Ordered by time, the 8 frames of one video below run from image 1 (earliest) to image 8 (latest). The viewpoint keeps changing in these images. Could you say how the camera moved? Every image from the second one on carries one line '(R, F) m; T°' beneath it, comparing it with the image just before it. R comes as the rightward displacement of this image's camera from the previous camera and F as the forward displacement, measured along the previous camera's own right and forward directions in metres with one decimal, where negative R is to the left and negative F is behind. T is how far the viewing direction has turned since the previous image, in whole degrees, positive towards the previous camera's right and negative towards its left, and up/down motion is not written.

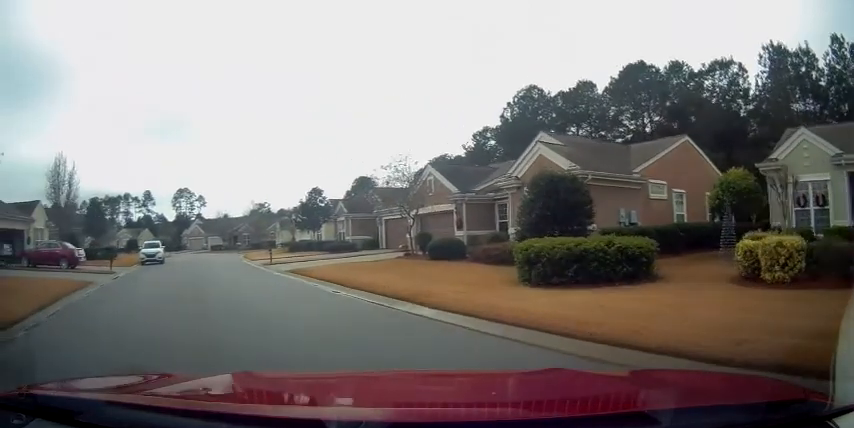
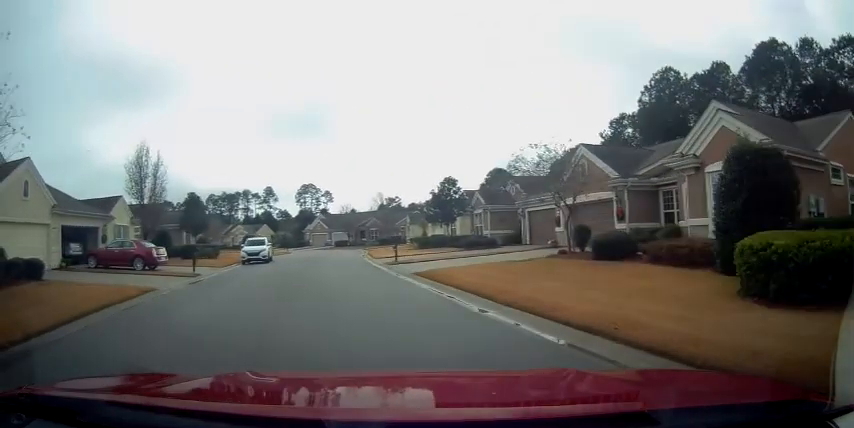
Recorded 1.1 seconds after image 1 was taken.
(-0.5, +3.9) m; -9°
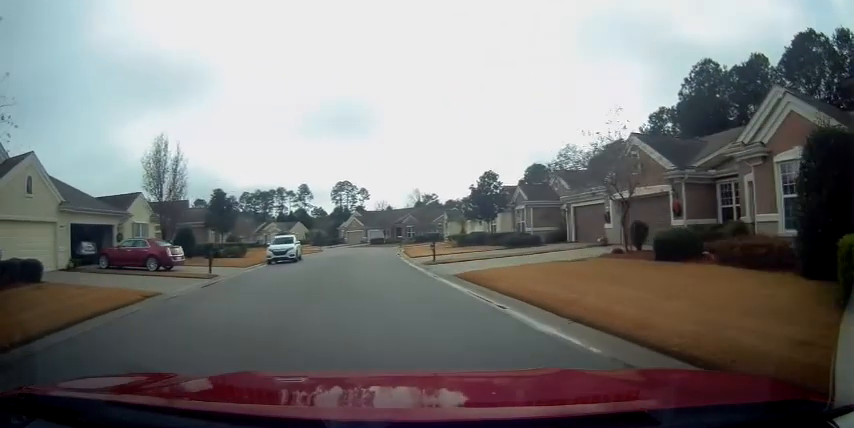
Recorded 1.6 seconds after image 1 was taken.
(0.0, +1.9) m; -3°
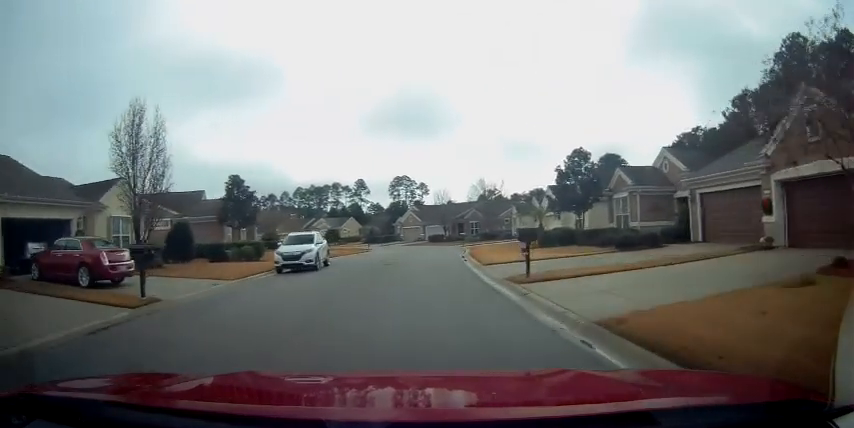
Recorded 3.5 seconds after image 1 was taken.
(-0.8, +8.4) m; -10°
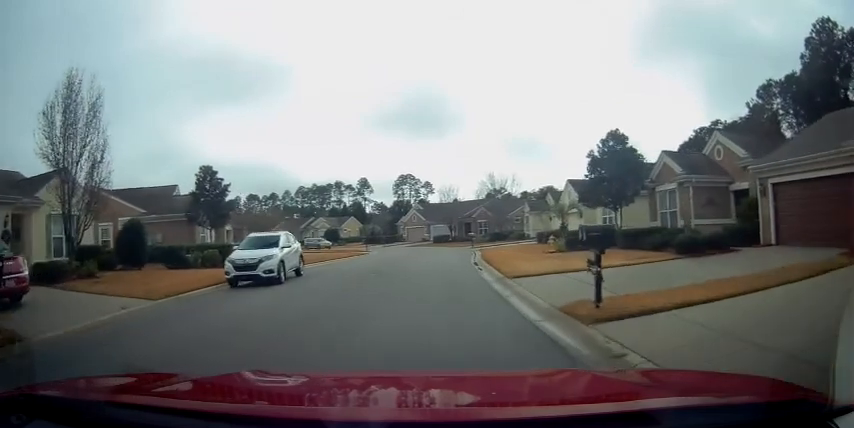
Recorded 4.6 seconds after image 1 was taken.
(-0.2, +5.3) m; -3°
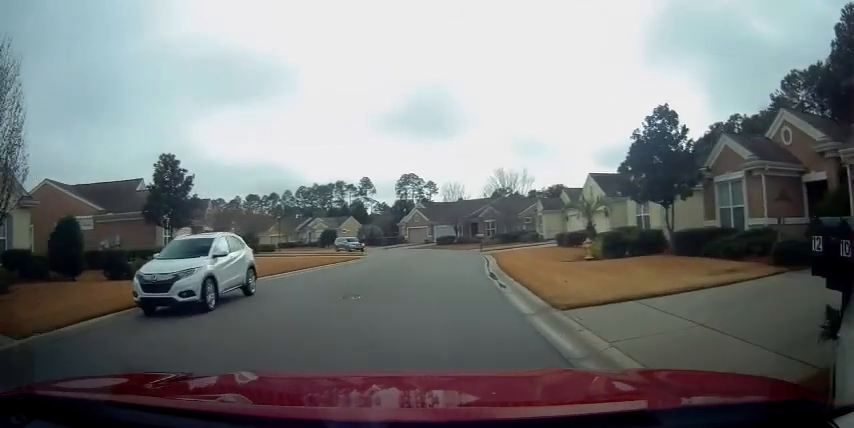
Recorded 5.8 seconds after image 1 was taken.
(+0.1, +5.3) m; +3°
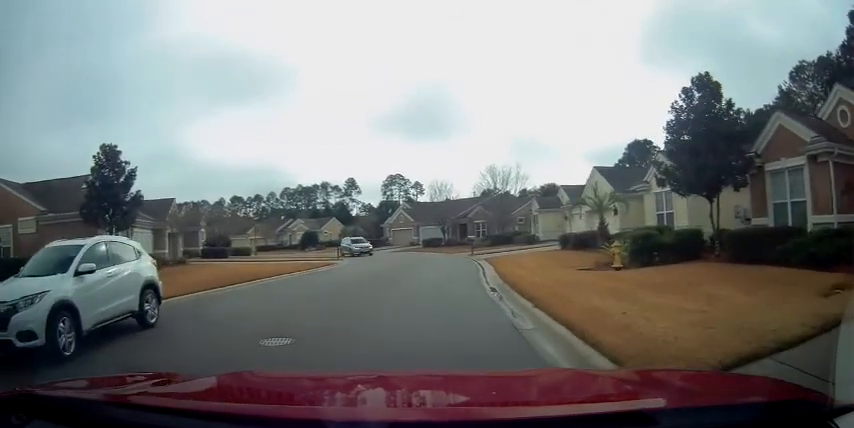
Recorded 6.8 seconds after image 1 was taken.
(+0.1, +4.5) m; +1°
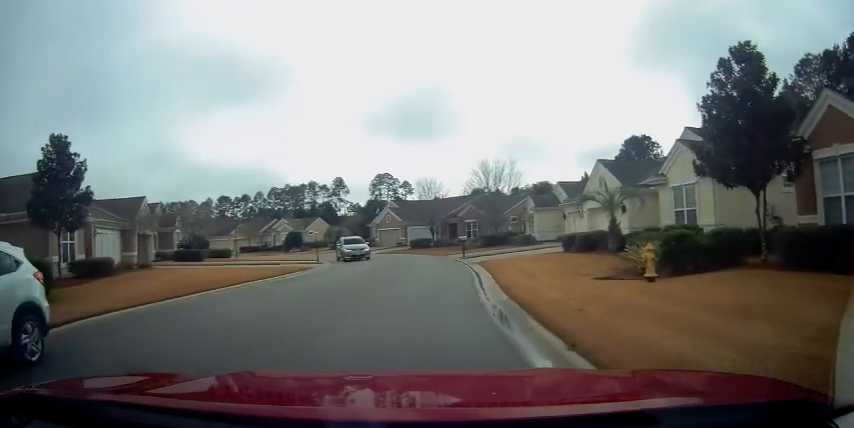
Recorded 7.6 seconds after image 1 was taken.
(0.0, +3.2) m; 0°
